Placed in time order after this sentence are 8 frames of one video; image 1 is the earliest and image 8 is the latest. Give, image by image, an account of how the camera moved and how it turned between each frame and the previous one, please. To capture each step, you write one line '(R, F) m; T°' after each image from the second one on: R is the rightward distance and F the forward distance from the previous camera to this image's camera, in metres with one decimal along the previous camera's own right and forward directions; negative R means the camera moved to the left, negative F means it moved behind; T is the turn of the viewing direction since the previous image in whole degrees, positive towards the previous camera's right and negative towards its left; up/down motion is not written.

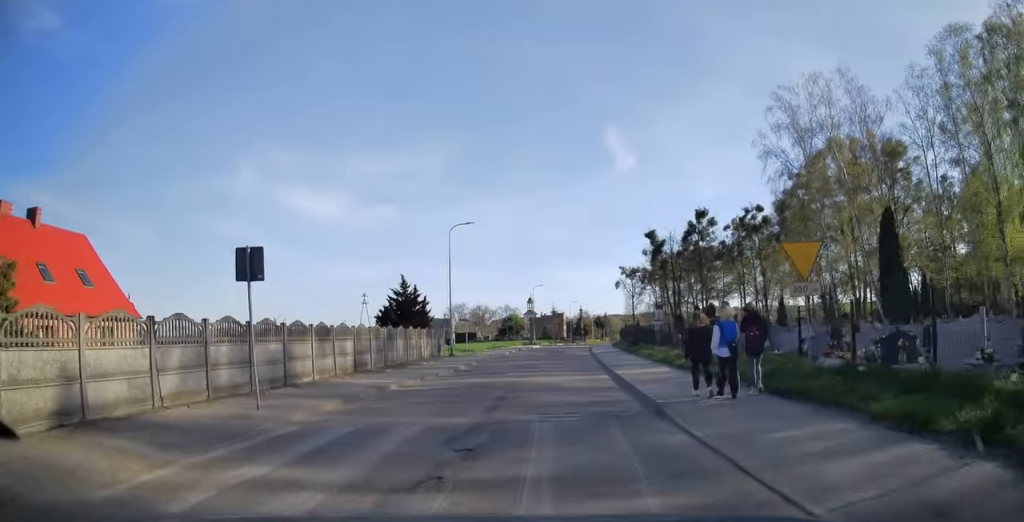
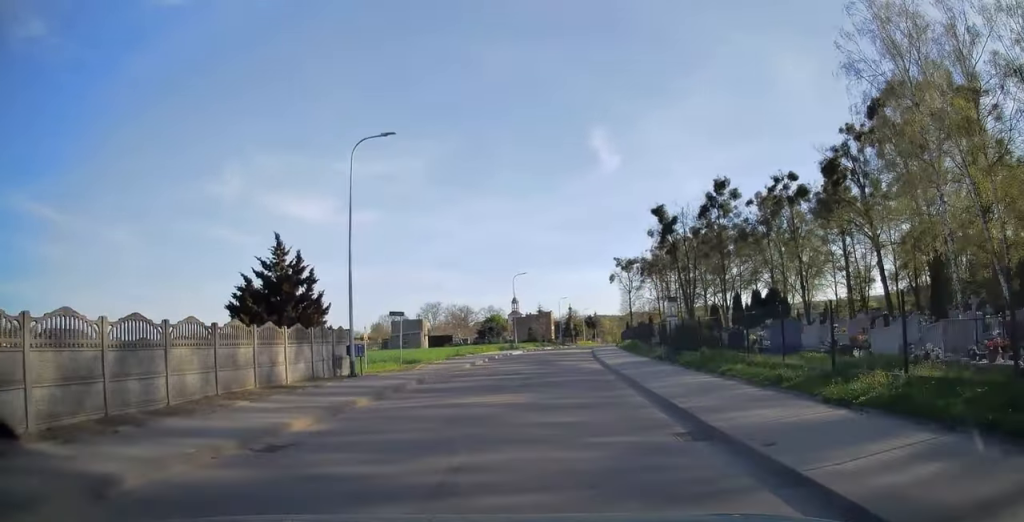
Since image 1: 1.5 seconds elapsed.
(+0.3, +17.5) m; +1°
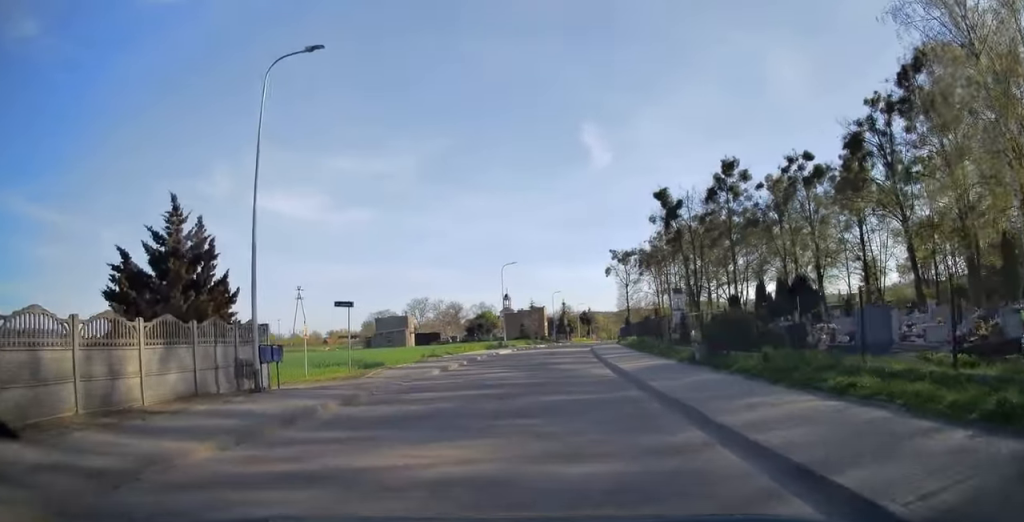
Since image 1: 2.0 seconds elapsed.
(0.0, +6.7) m; 0°
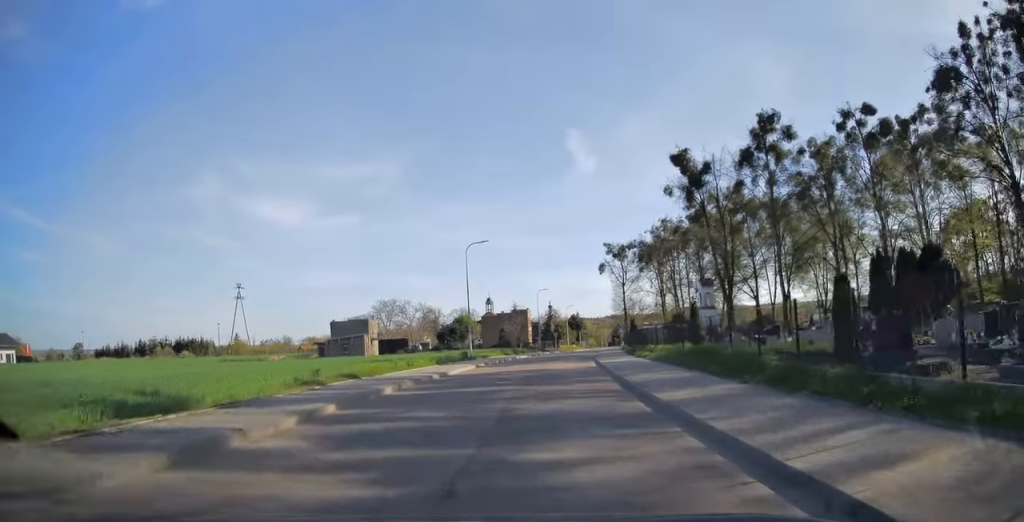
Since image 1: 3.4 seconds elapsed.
(+0.2, +16.2) m; +2°
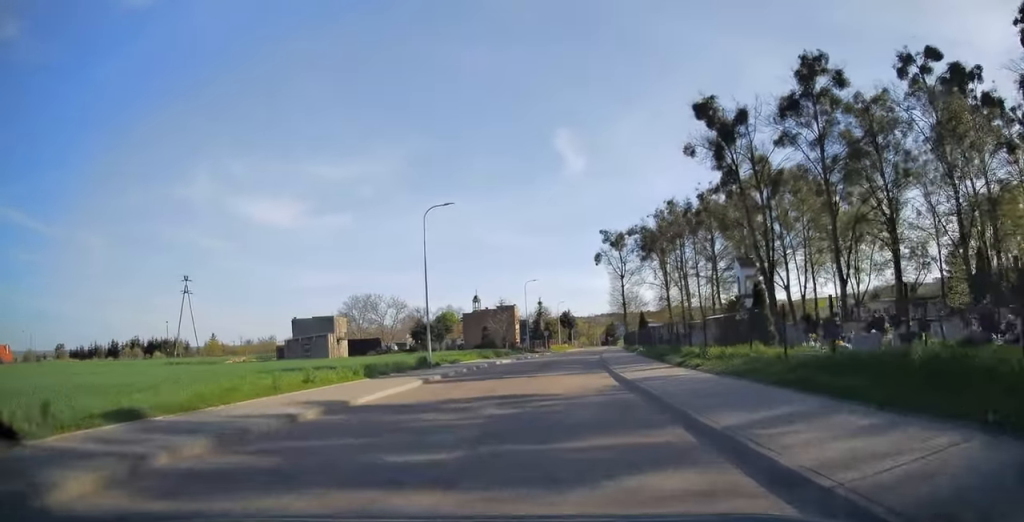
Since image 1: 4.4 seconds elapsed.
(+0.1, +11.3) m; +1°
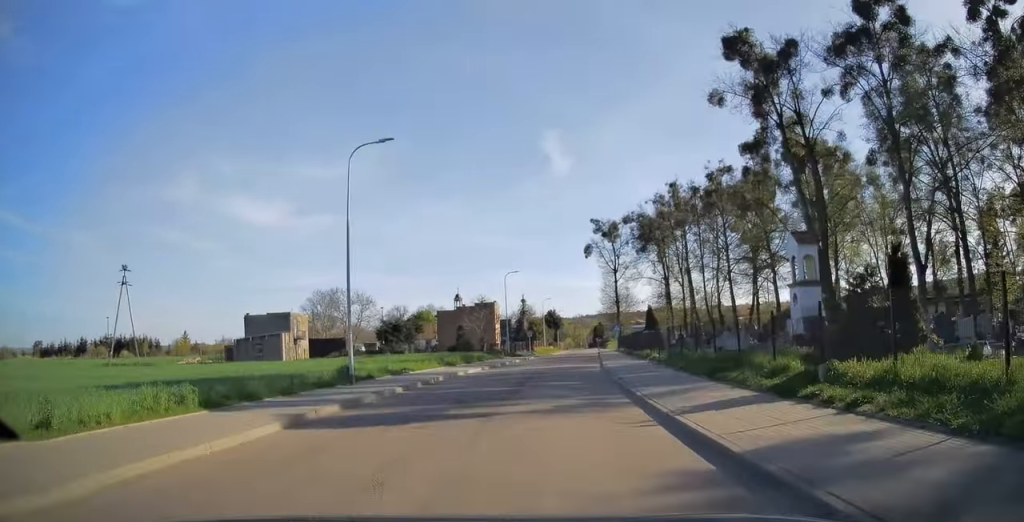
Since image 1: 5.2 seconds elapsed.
(+0.1, +10.0) m; +1°
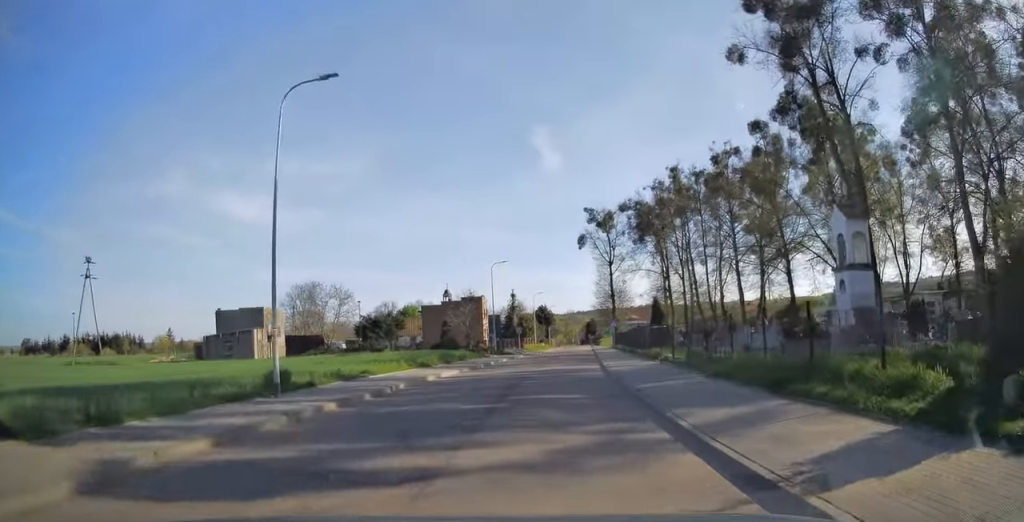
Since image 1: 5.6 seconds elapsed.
(0.0, +5.0) m; +1°
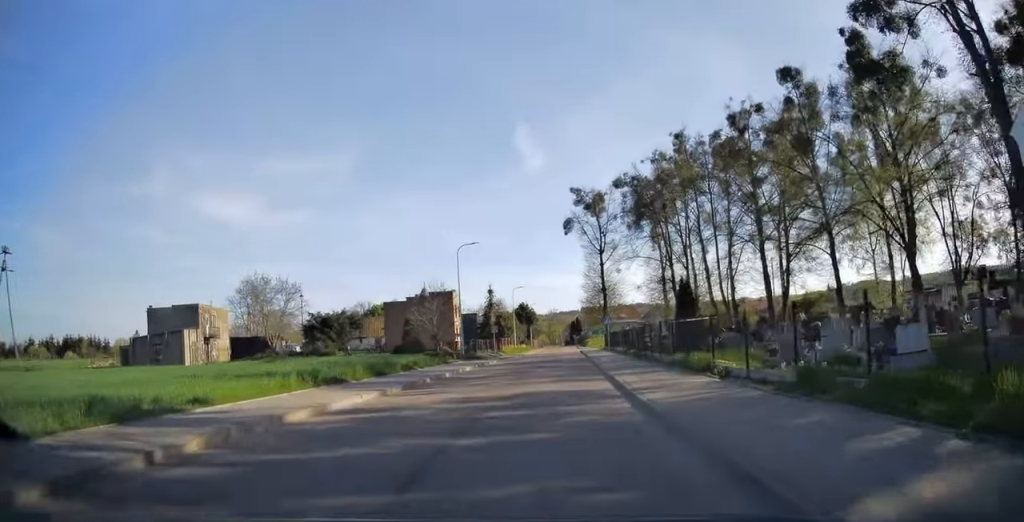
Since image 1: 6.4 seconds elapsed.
(+0.2, +10.6) m; +1°
